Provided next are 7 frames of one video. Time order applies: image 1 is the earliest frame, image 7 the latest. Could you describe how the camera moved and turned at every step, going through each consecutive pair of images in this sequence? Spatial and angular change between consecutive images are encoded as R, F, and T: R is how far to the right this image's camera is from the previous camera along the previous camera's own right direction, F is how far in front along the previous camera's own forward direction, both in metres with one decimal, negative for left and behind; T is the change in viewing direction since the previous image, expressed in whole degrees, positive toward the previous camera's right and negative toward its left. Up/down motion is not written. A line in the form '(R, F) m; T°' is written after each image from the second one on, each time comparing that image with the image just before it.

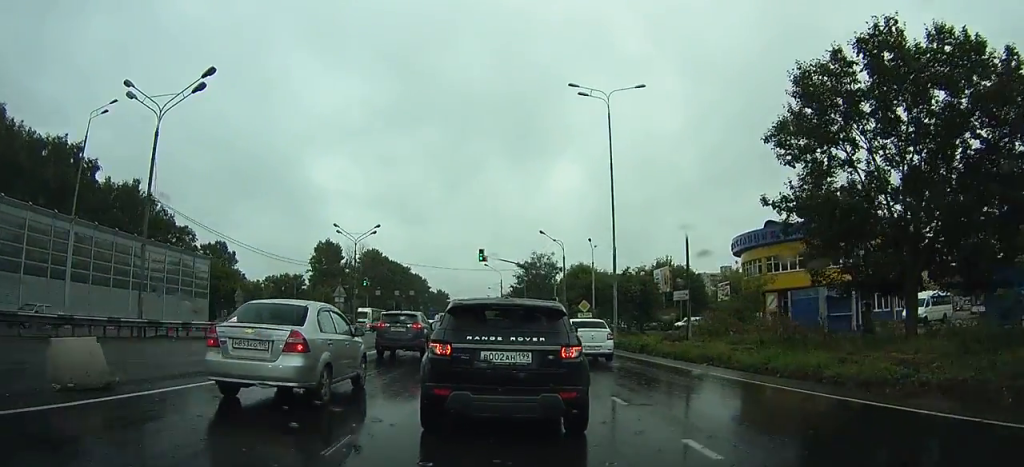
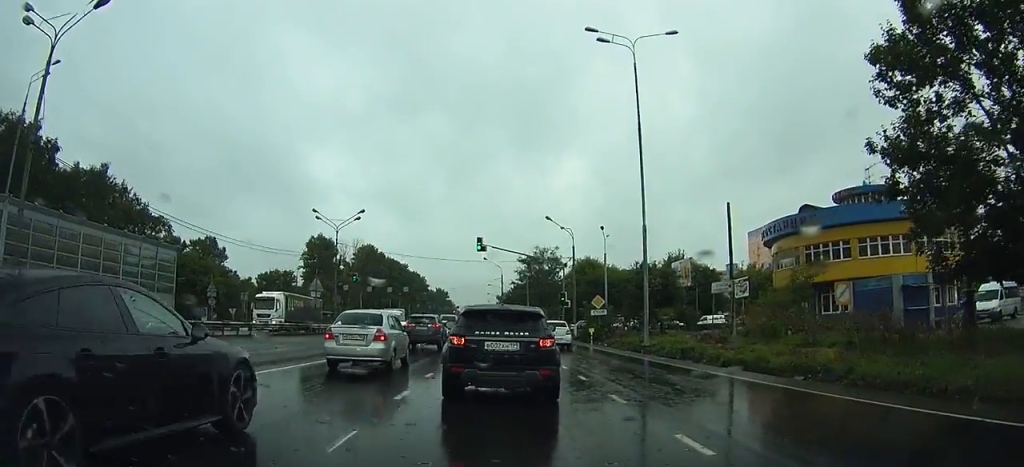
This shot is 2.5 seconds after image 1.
(0.0, +9.9) m; 0°
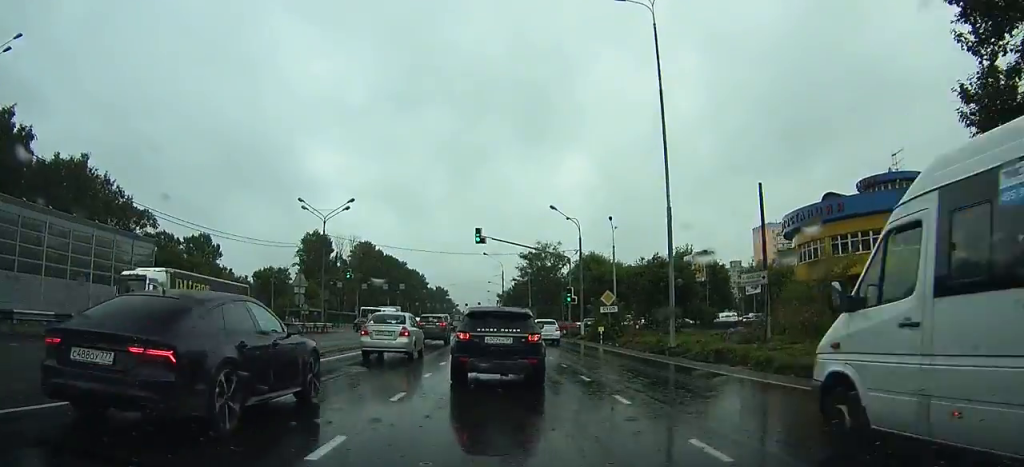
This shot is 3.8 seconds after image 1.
(0.0, +5.1) m; +1°
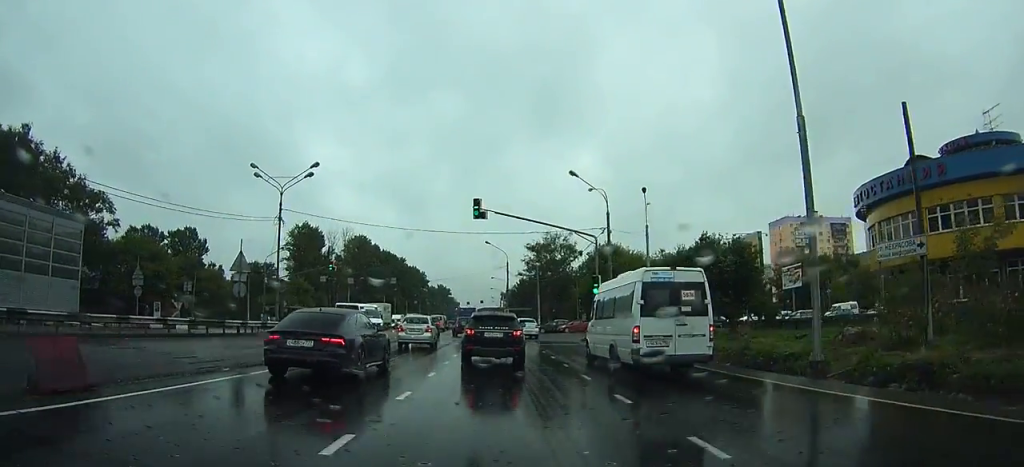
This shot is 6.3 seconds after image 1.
(+0.1, +11.1) m; +1°
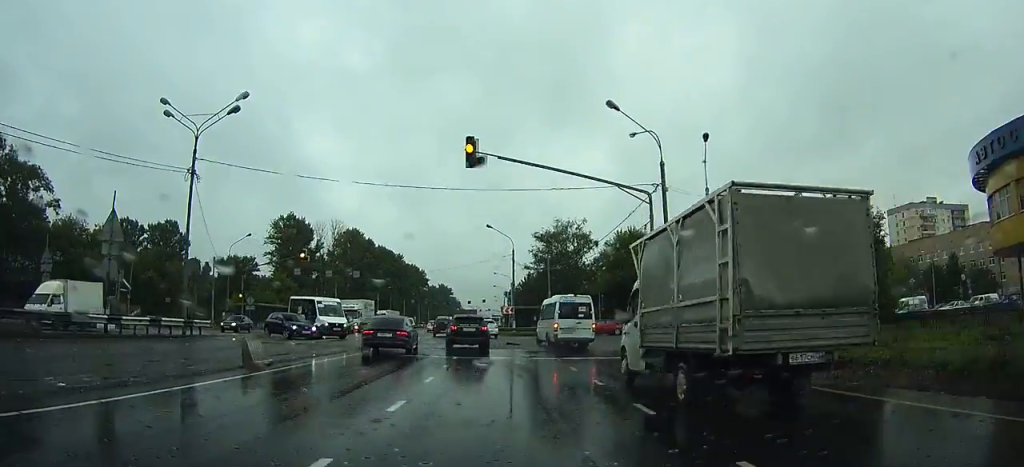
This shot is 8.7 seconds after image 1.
(0.0, +10.8) m; 0°
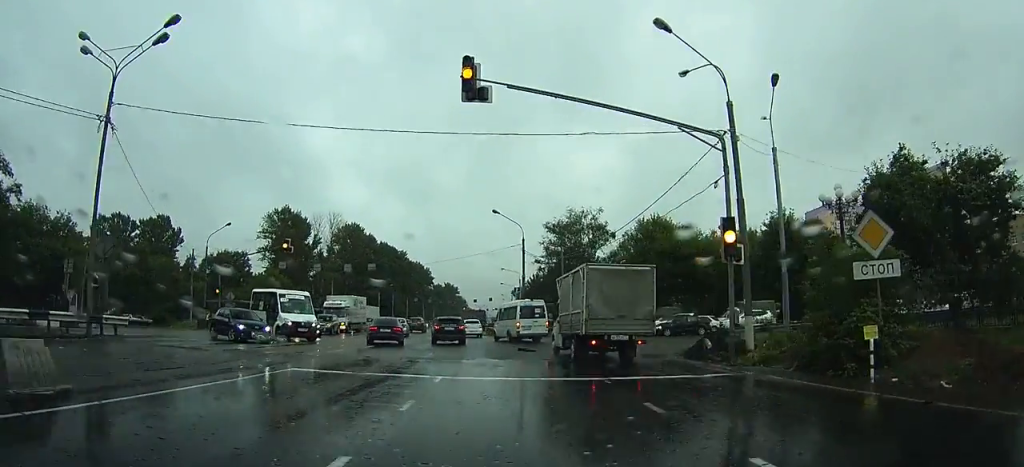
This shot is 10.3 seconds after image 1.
(0.0, +6.7) m; -1°
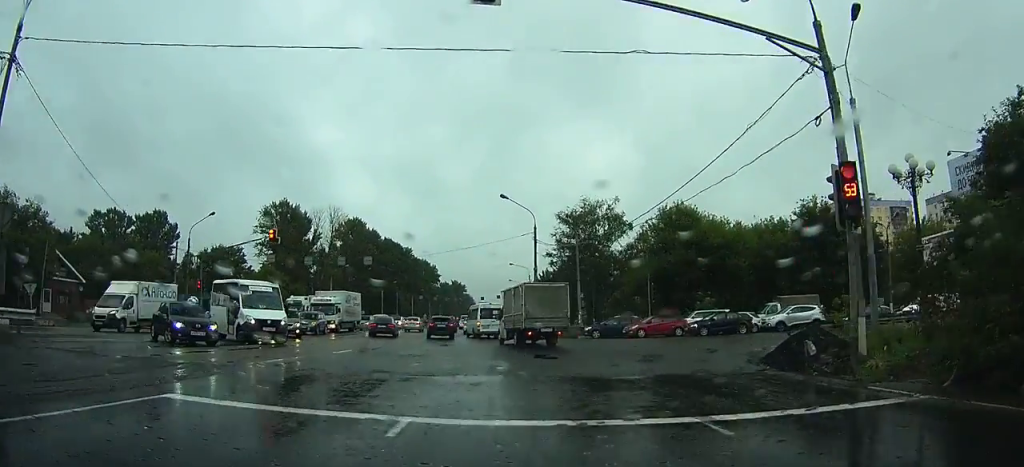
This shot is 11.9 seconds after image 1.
(-0.2, +5.7) m; -2°
